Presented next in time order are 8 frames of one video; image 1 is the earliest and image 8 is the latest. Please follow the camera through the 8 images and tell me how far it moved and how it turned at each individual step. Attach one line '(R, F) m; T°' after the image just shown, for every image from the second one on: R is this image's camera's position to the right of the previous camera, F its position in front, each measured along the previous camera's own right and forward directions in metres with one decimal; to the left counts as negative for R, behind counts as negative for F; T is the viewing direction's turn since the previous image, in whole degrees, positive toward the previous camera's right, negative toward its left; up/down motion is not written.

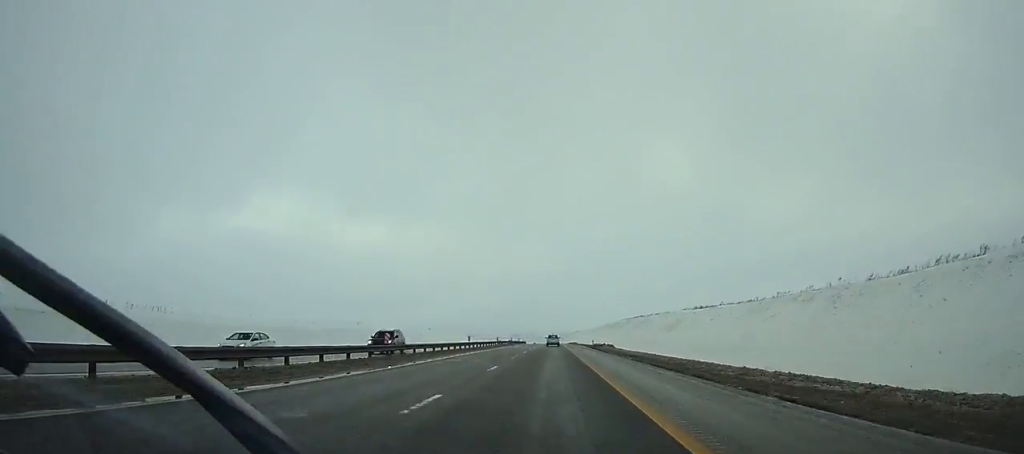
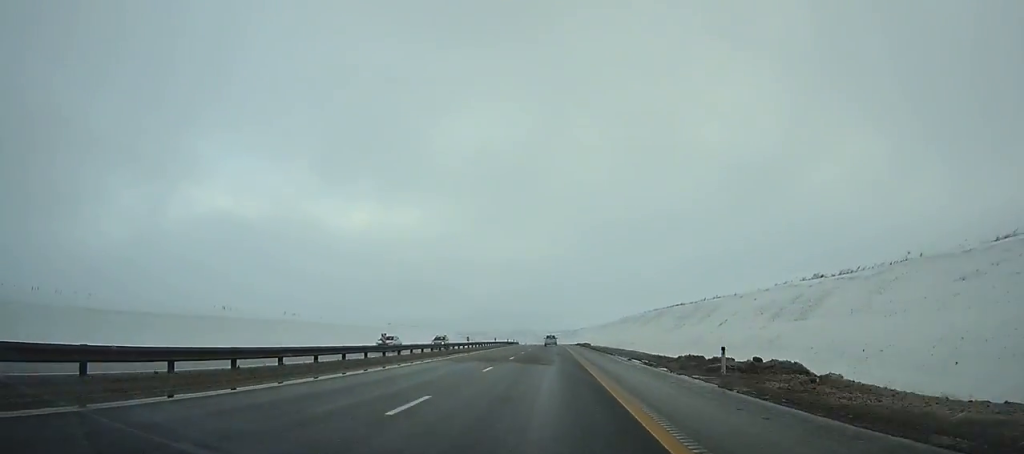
(+0.1, +60.2) m; 0°
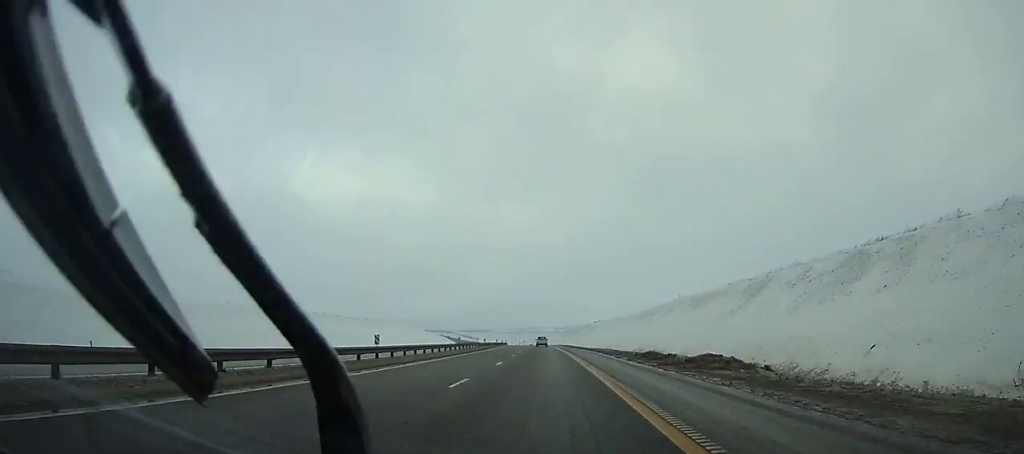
(-0.3, +94.4) m; -1°
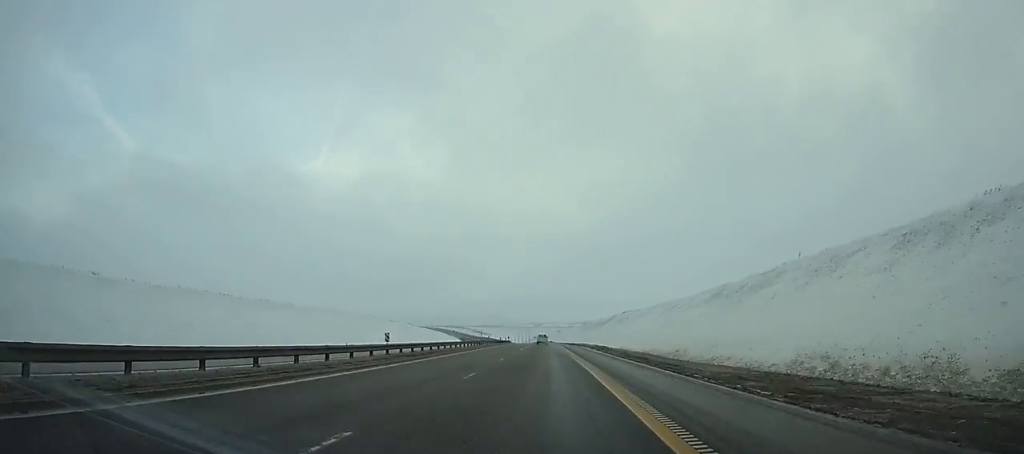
(-0.6, +59.4) m; -1°
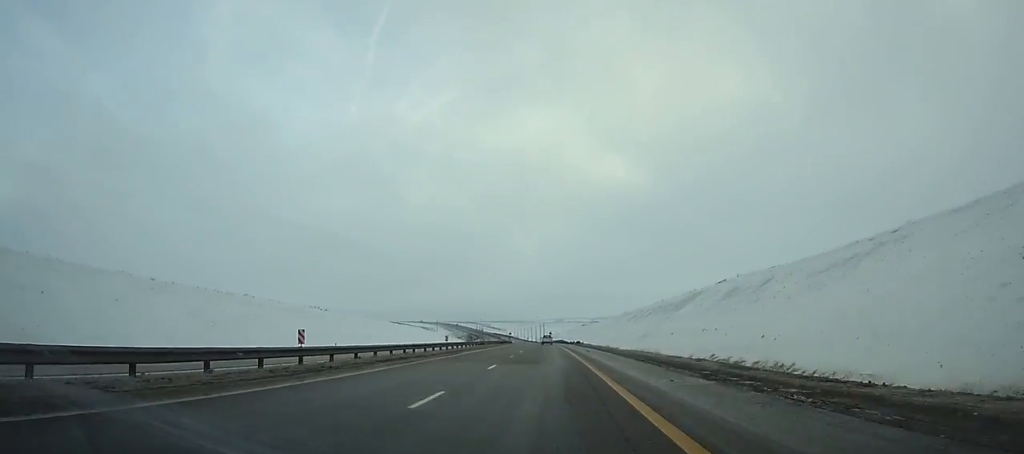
(-1.8, +104.0) m; -2°
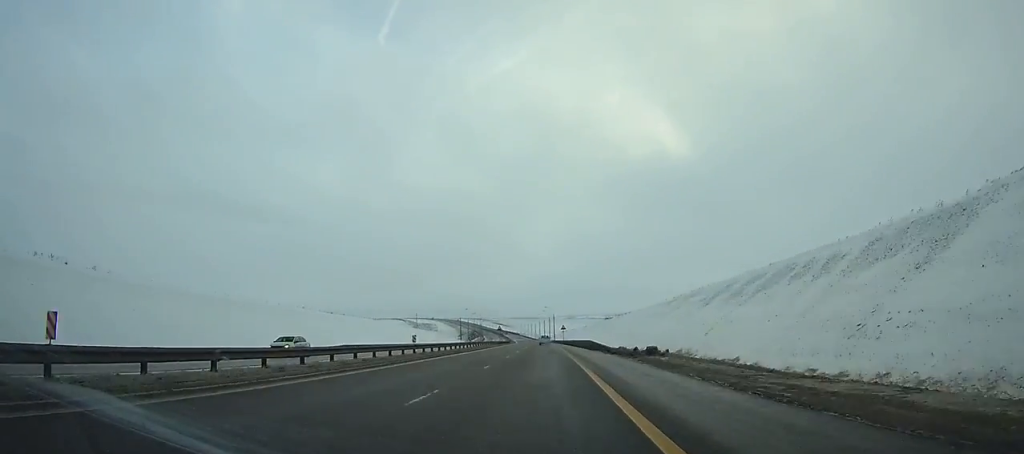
(-0.9, +71.6) m; -1°
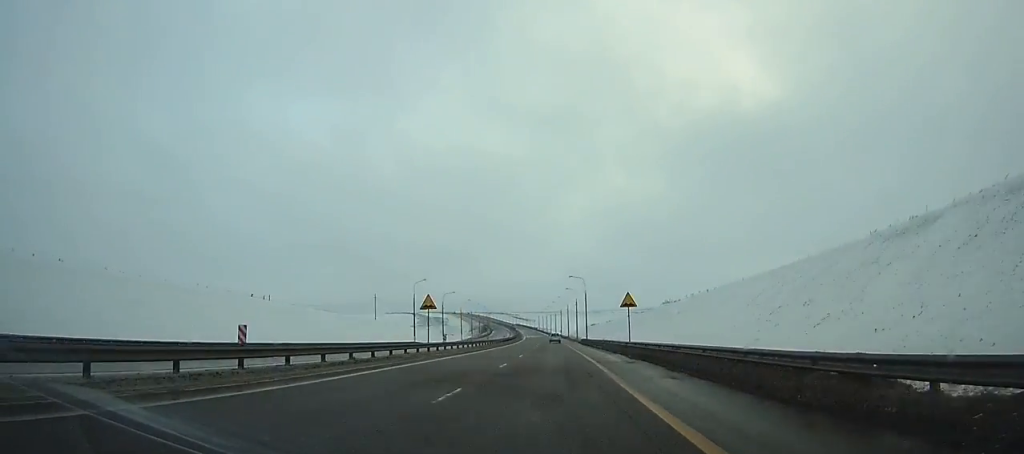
(-1.3, +84.0) m; -2°
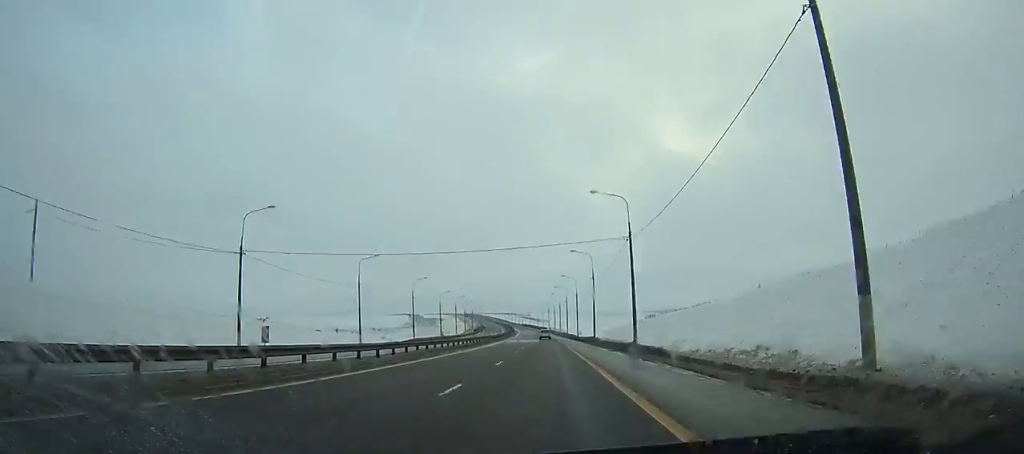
(-2.0, +119.3) m; -2°
